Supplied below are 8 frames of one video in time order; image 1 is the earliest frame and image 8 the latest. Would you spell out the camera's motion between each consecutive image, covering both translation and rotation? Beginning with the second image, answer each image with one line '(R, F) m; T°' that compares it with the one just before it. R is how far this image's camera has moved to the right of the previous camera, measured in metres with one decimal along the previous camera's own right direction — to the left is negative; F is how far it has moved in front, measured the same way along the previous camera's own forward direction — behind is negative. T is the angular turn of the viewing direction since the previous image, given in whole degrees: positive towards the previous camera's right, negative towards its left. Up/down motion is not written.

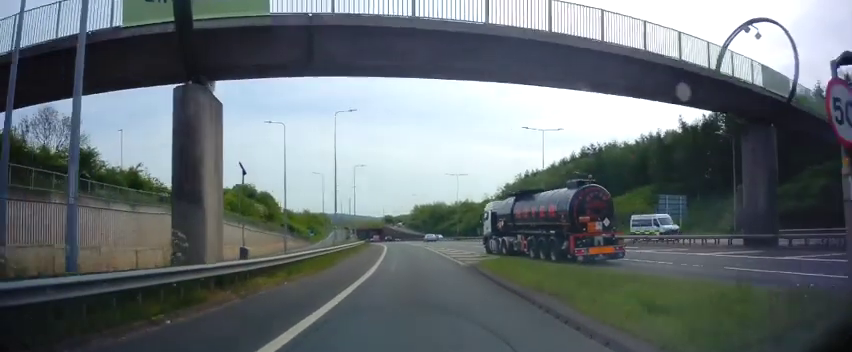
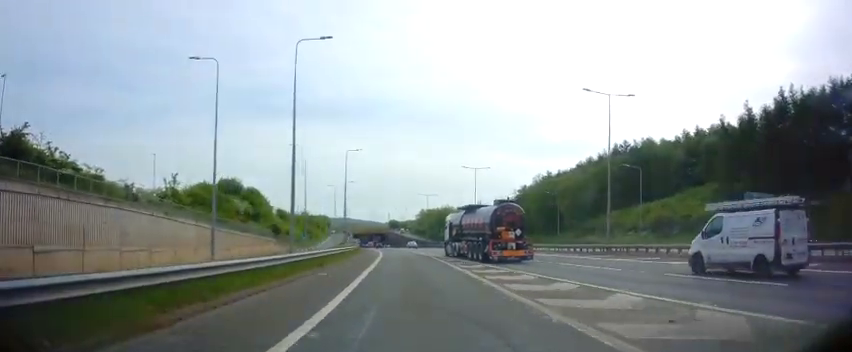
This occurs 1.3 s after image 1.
(0.0, +16.0) m; 0°
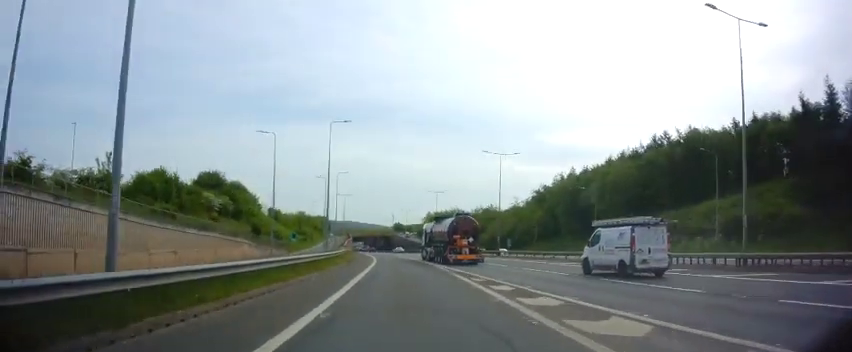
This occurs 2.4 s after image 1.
(0.0, +15.2) m; 0°
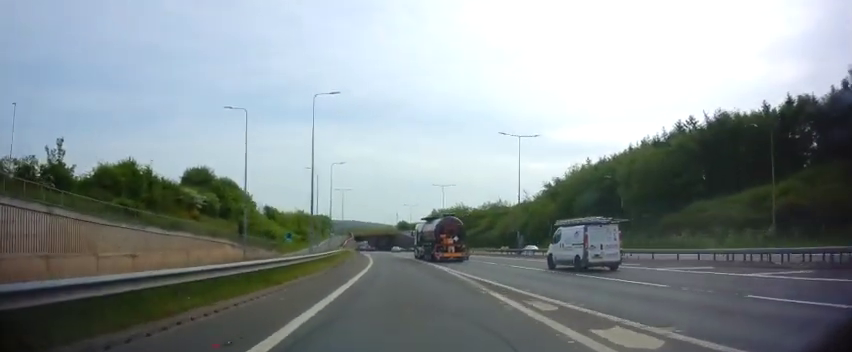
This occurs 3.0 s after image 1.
(0.0, +8.0) m; 0°
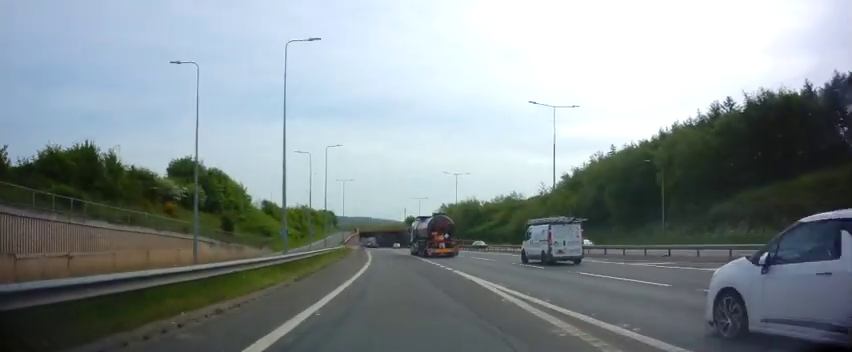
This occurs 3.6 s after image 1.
(0.0, +9.3) m; -1°
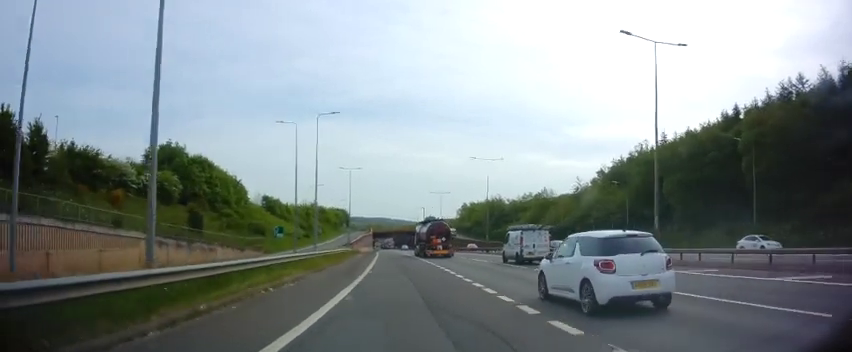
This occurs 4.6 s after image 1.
(-0.4, +14.6) m; -2°
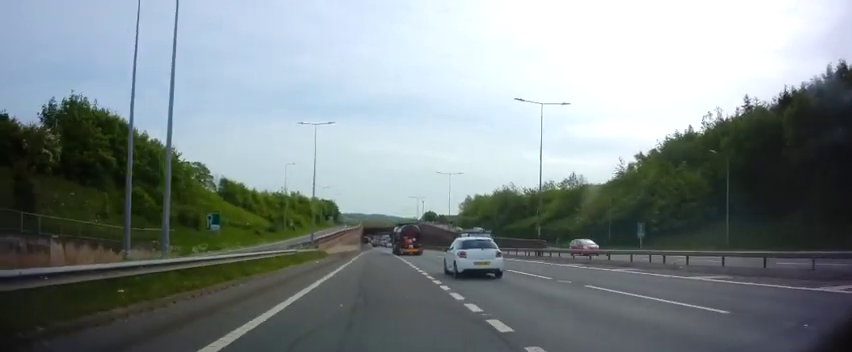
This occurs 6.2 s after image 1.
(-0.3, +24.9) m; -1°
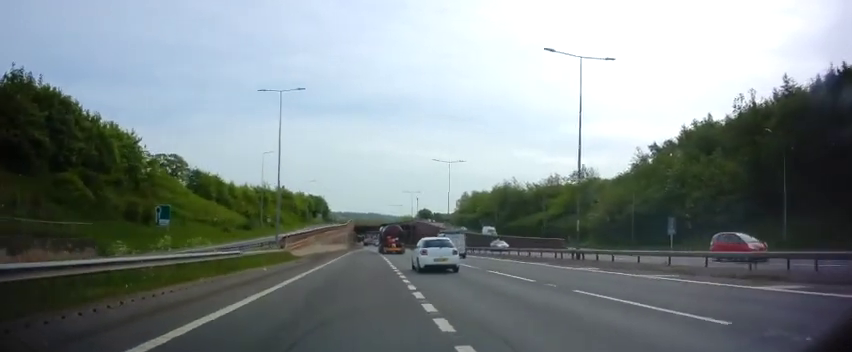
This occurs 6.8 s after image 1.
(0.0, +9.8) m; 0°
